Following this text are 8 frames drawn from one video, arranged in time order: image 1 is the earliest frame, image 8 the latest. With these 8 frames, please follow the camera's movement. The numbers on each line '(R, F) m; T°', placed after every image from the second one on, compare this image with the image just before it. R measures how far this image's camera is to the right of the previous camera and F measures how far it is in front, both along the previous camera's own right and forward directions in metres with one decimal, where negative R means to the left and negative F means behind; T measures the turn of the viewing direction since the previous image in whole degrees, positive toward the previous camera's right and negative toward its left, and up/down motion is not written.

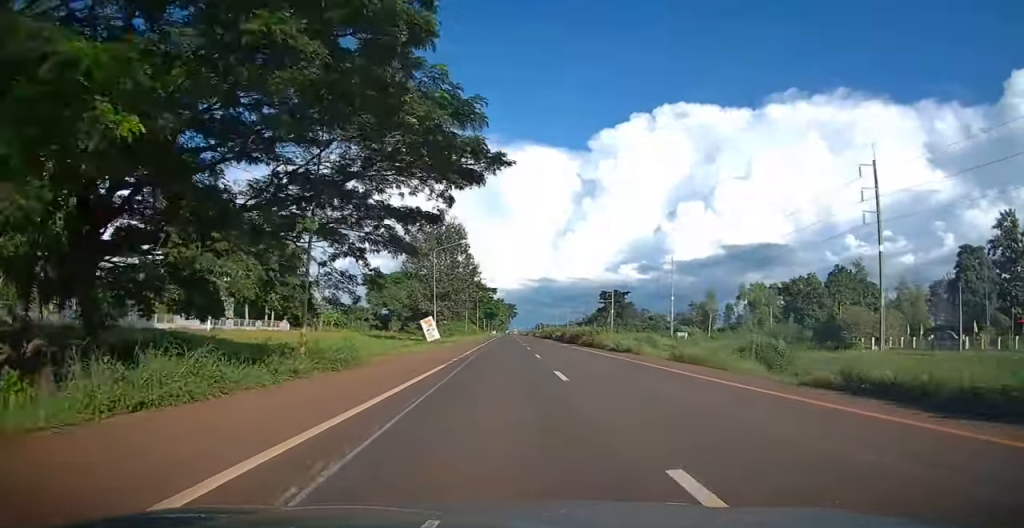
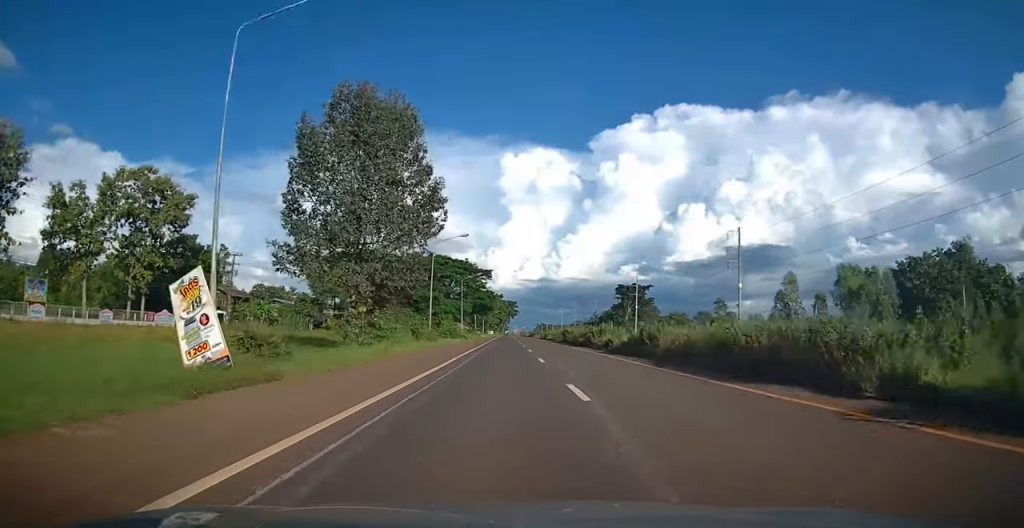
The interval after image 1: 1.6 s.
(+0.1, +40.3) m; 0°
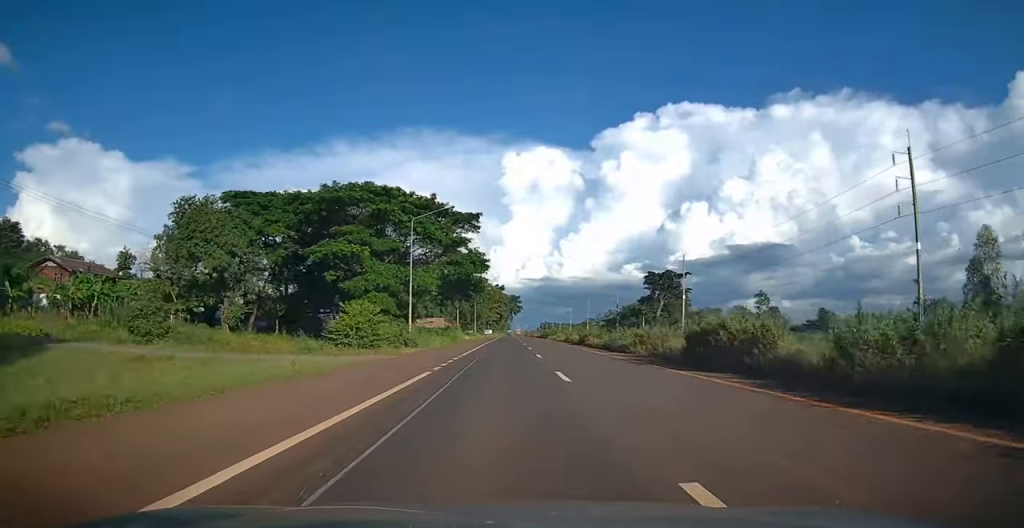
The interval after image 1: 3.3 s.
(-0.2, +44.6) m; 0°
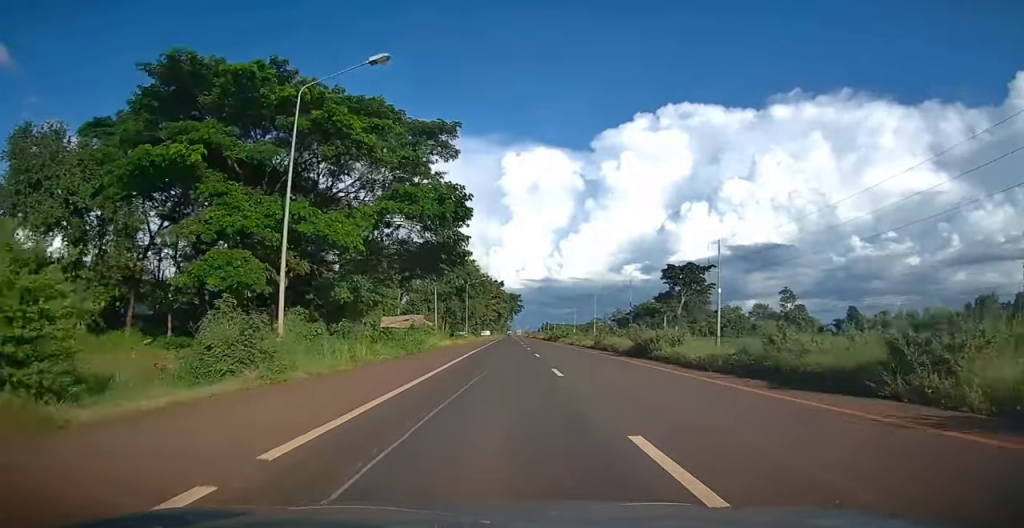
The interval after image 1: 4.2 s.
(0.0, +22.0) m; 0°
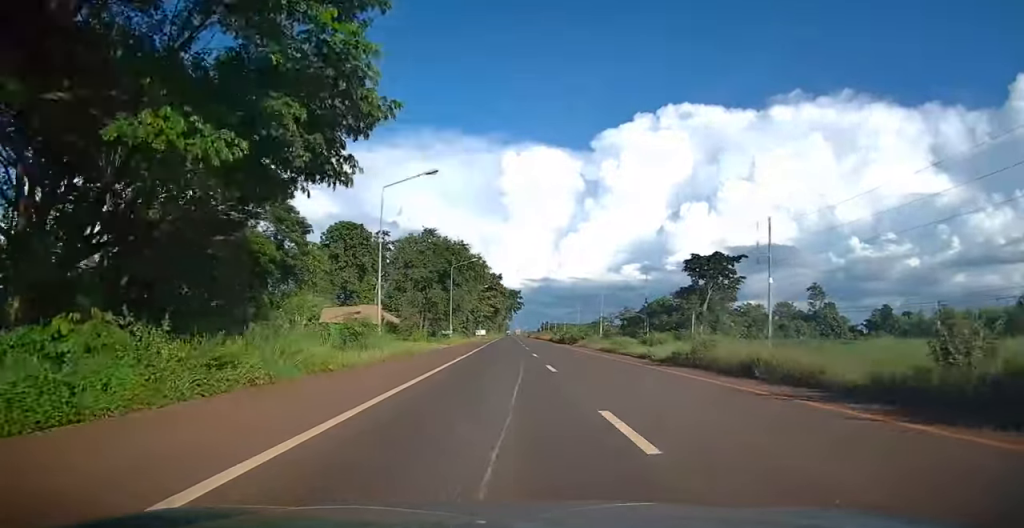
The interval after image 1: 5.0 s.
(0.0, +22.0) m; 0°
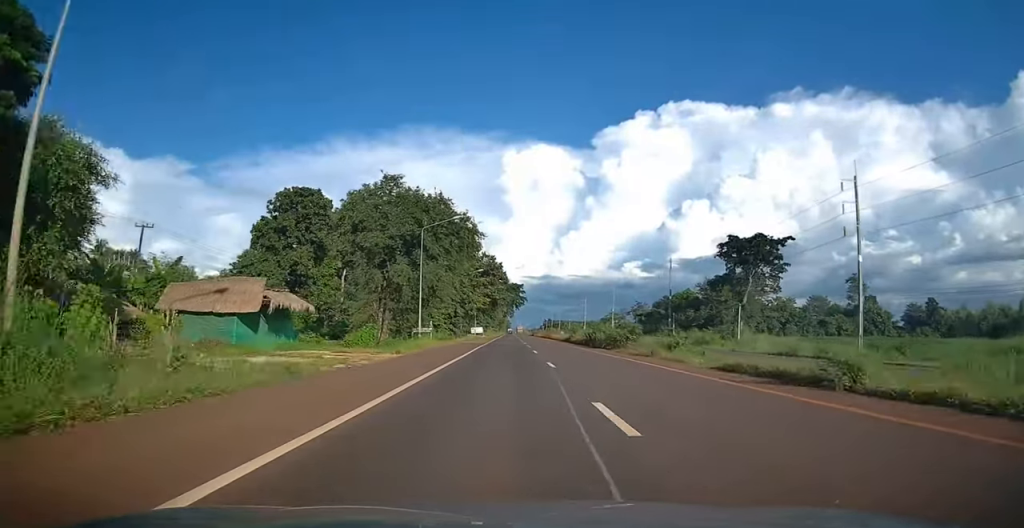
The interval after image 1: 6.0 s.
(0.0, +23.2) m; 0°
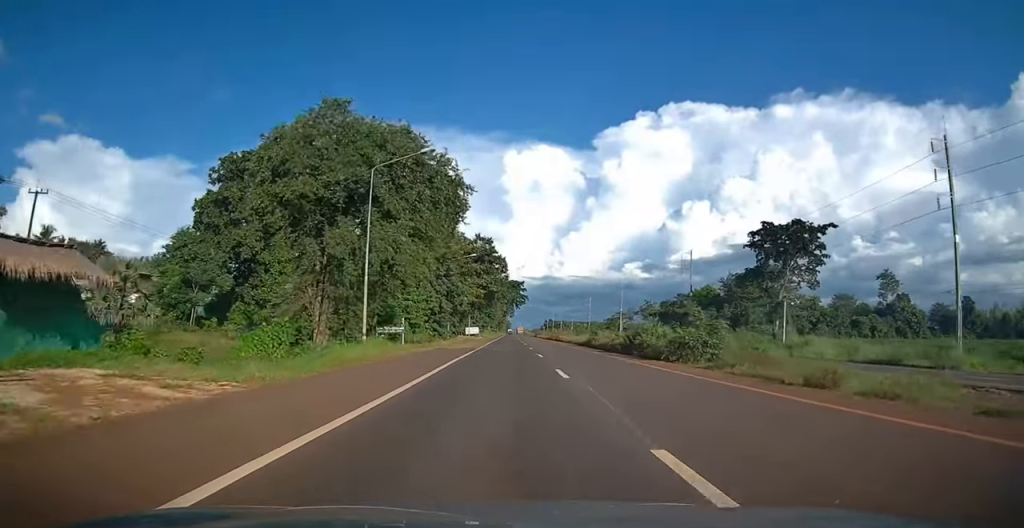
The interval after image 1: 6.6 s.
(-0.1, +15.9) m; 0°
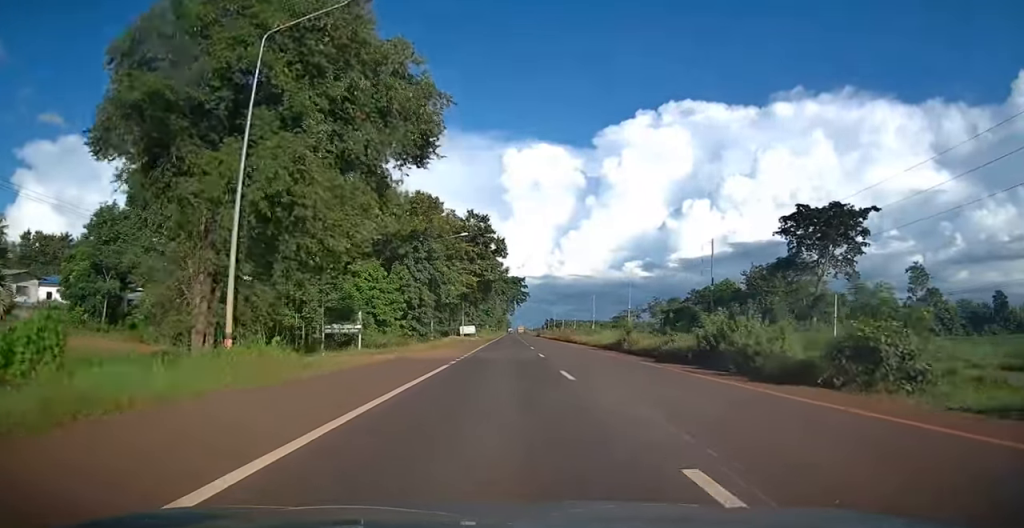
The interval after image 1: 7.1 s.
(0.0, +12.9) m; 0°
